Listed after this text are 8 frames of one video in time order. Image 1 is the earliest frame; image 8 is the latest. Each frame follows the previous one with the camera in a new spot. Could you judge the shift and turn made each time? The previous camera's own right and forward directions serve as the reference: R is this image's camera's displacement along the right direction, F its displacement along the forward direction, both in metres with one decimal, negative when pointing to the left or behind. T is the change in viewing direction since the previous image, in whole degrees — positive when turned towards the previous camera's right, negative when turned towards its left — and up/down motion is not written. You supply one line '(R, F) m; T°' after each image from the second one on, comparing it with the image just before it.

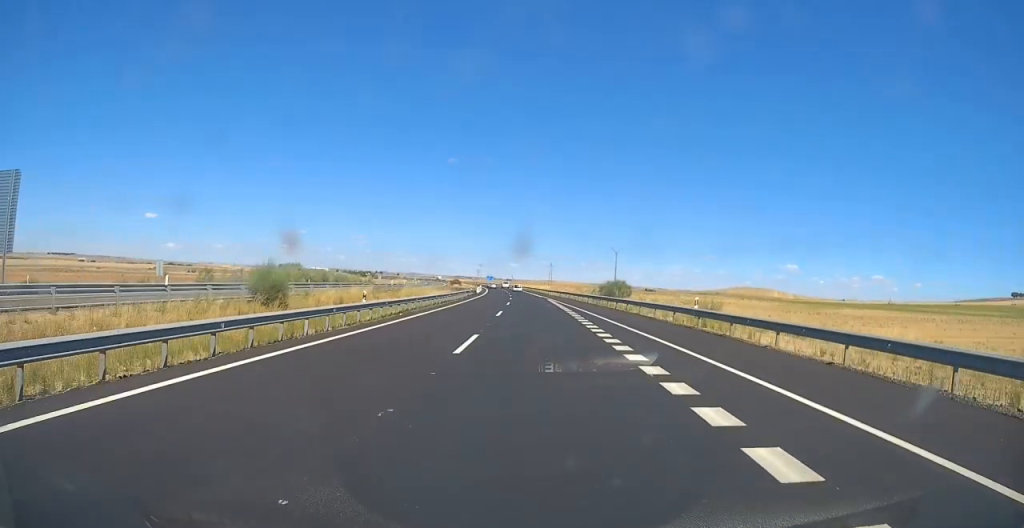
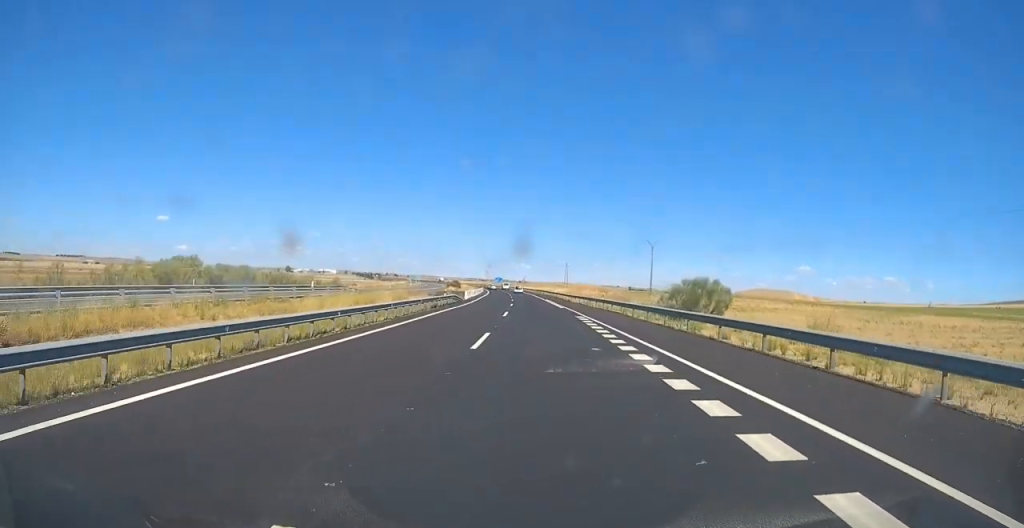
(-0.2, +32.0) m; 0°
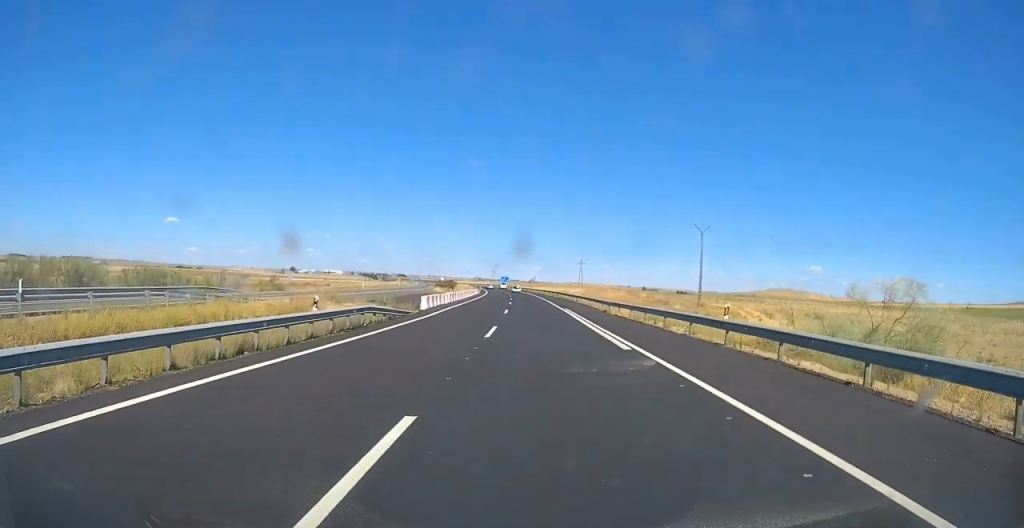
(0.0, +30.1) m; -1°
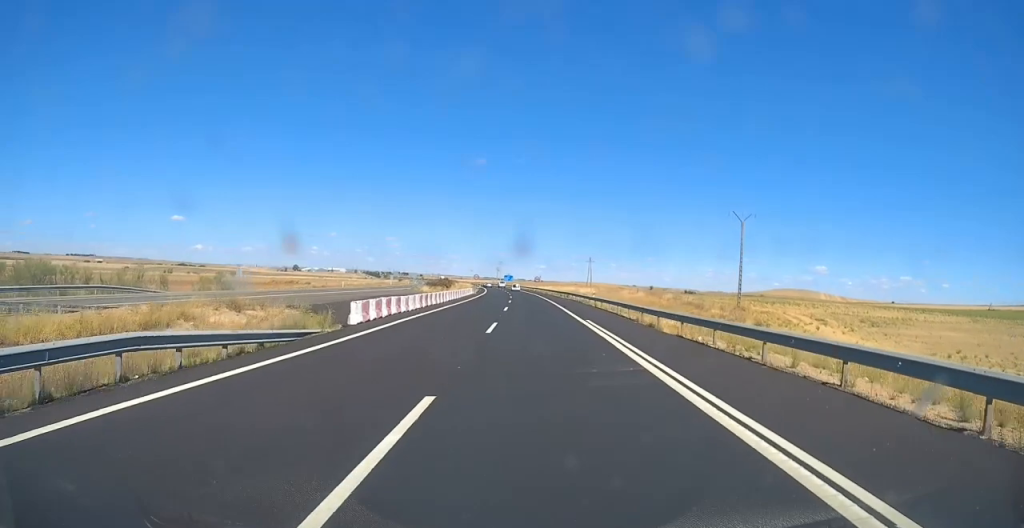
(-0.2, +15.6) m; -1°
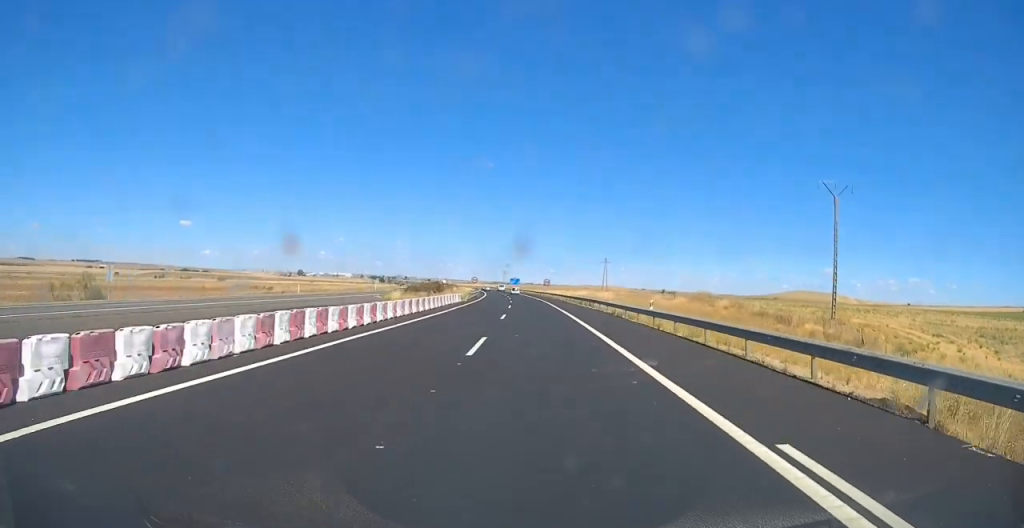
(-0.2, +22.8) m; -1°
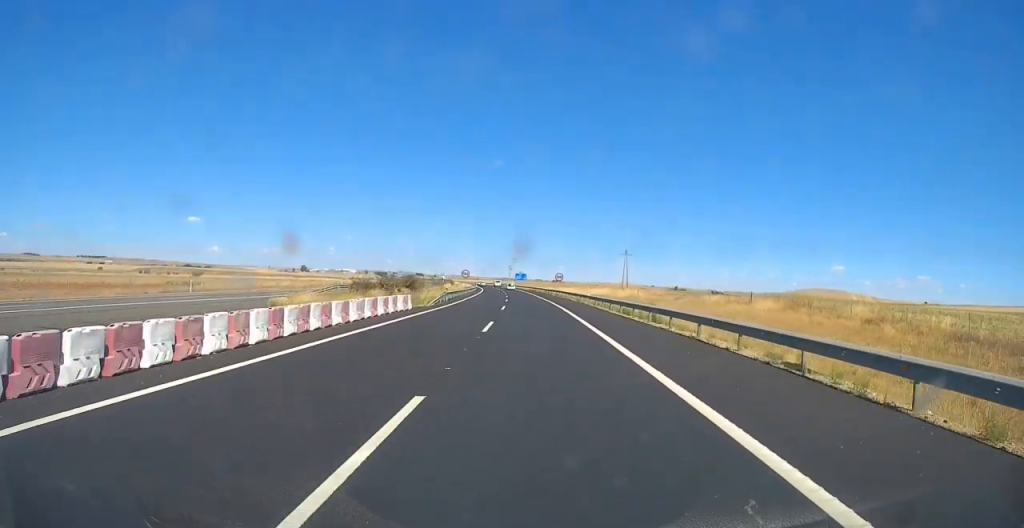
(-0.2, +28.1) m; -1°
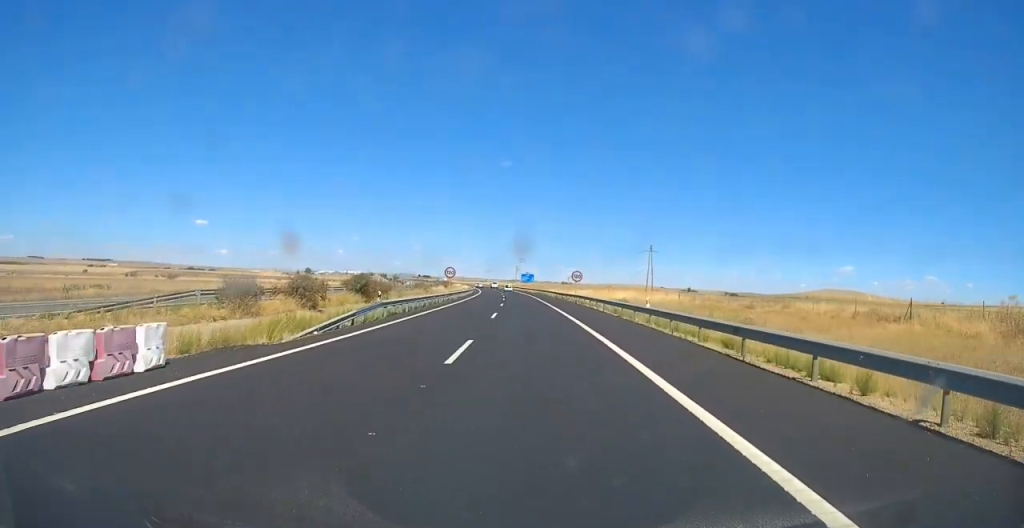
(-0.2, +25.0) m; -1°
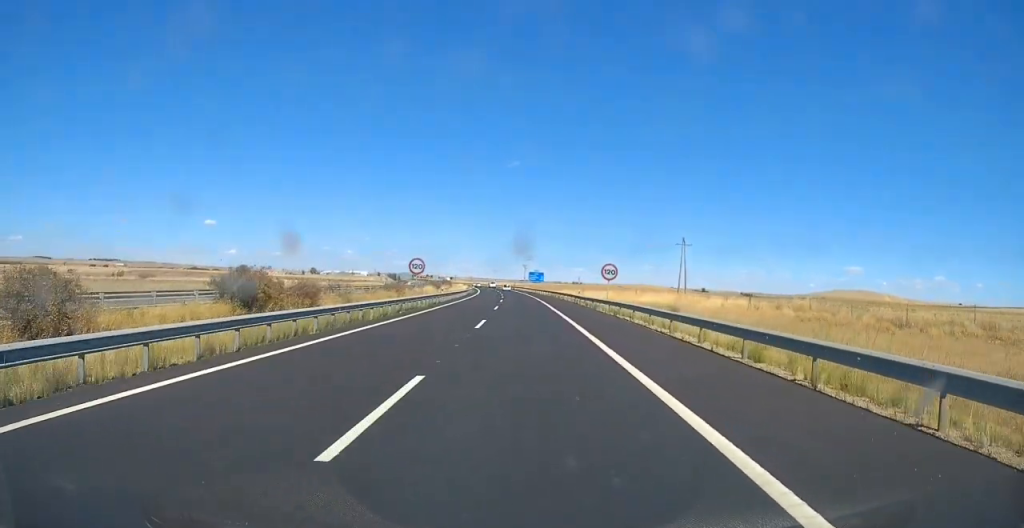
(-0.1, +24.0) m; -1°
